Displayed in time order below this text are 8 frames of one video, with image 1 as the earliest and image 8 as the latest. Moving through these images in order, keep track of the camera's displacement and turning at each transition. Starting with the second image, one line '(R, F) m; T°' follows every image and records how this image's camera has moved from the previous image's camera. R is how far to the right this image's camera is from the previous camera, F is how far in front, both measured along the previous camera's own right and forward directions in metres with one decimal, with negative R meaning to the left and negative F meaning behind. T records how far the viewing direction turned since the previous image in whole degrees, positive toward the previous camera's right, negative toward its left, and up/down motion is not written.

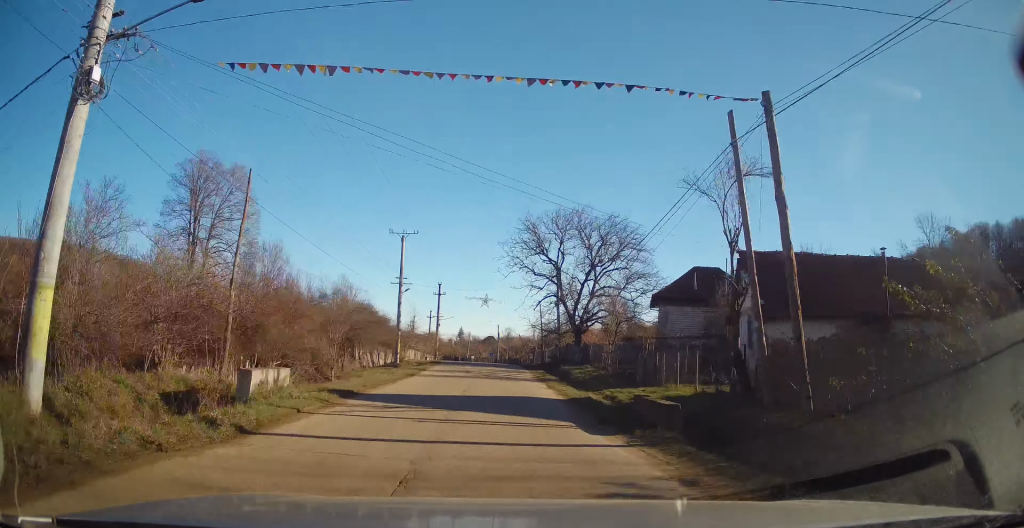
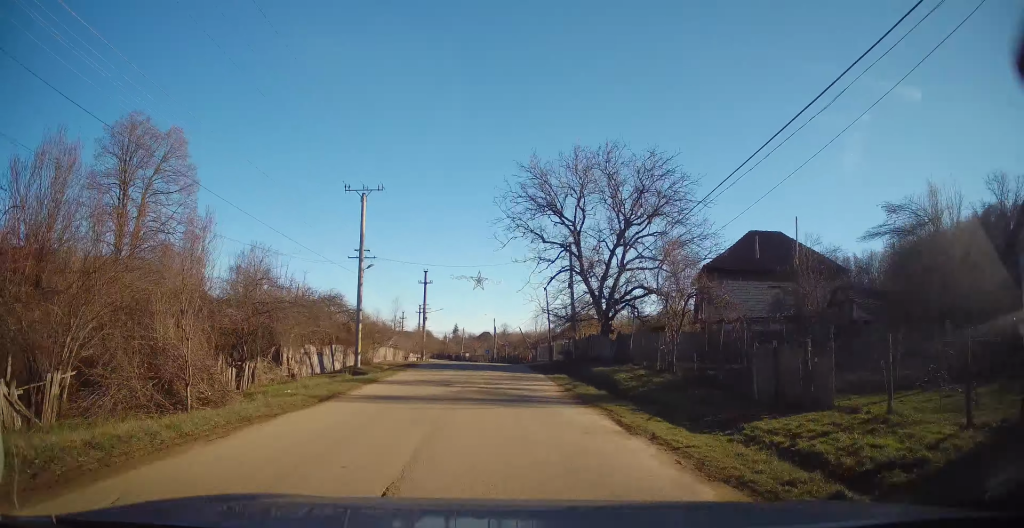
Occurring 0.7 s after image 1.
(+0.3, +11.4) m; 0°
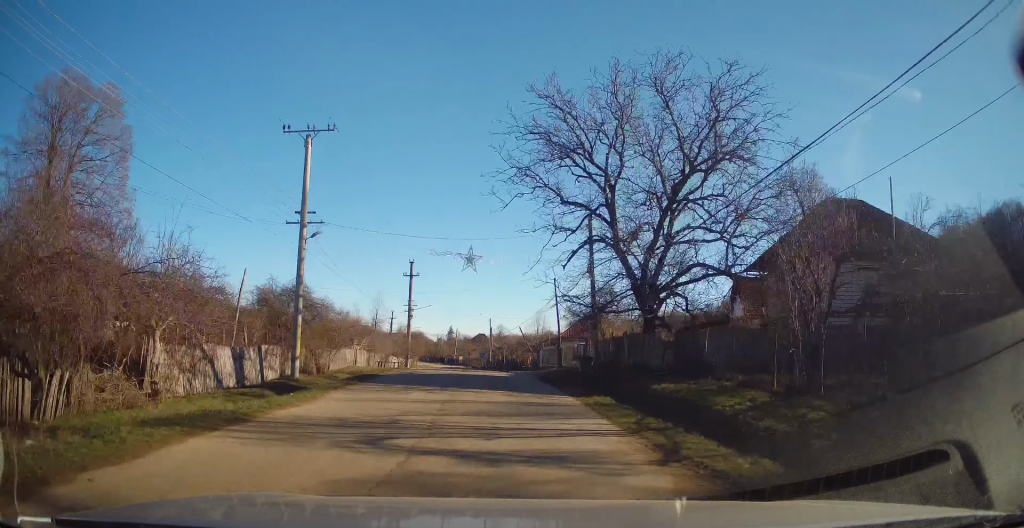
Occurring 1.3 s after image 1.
(-0.3, +9.2) m; 0°
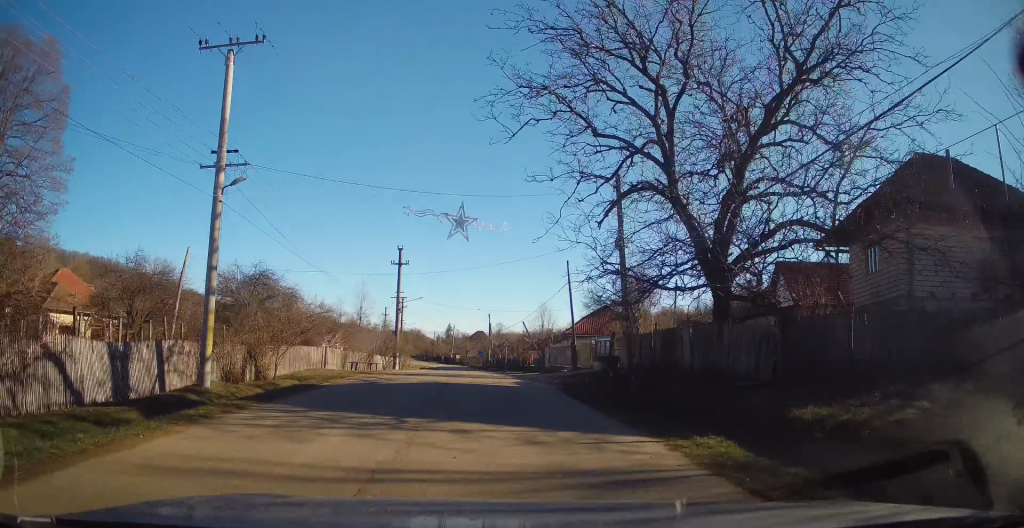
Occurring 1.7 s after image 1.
(-0.1, +7.1) m; 0°
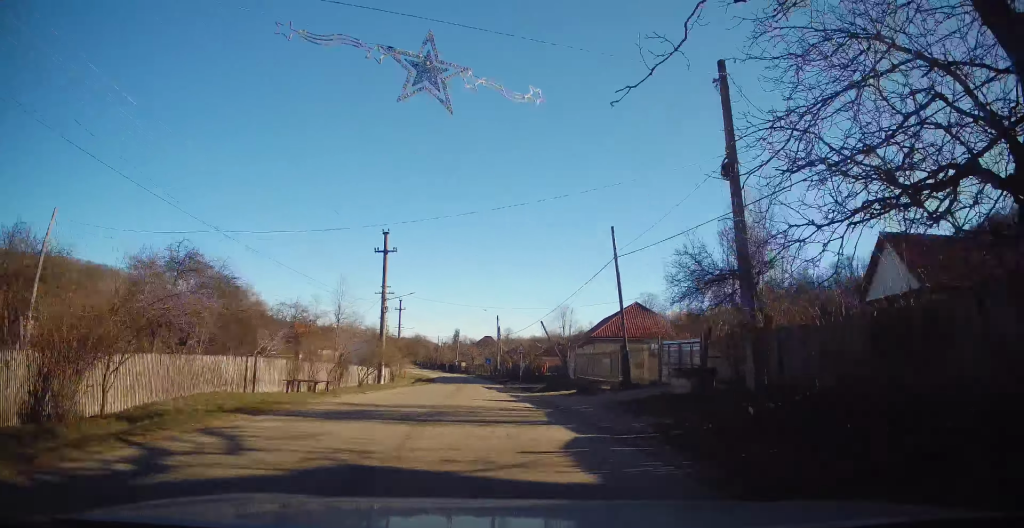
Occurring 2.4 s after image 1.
(+0.3, +10.9) m; 0°
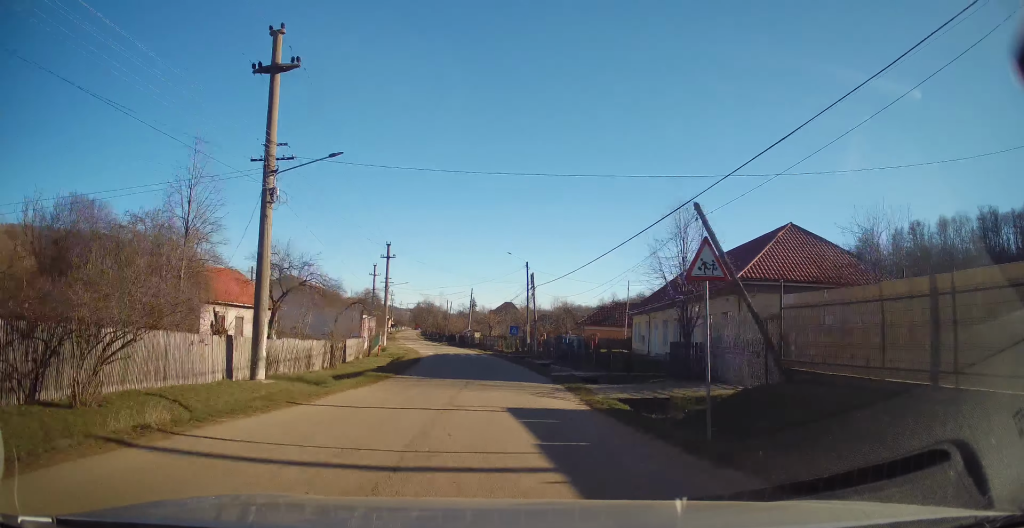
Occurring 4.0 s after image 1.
(-0.2, +26.5) m; -1°
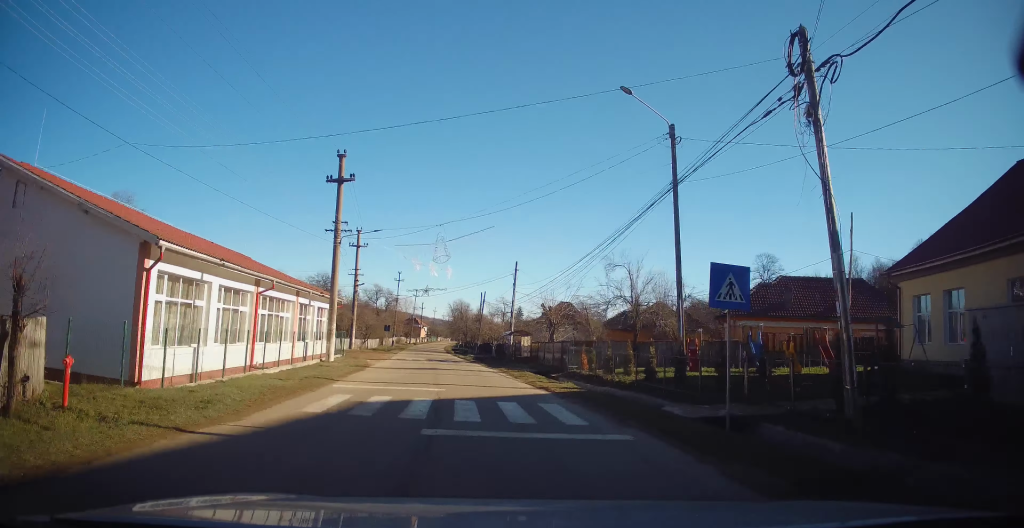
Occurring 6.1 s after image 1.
(-1.6, +33.6) m; -5°
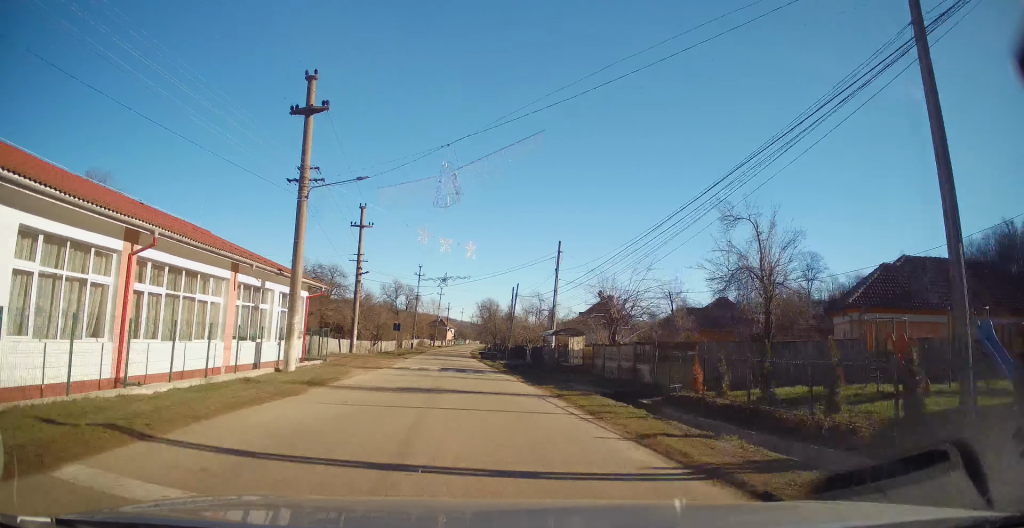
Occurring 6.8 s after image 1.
(0.0, +10.7) m; -2°
